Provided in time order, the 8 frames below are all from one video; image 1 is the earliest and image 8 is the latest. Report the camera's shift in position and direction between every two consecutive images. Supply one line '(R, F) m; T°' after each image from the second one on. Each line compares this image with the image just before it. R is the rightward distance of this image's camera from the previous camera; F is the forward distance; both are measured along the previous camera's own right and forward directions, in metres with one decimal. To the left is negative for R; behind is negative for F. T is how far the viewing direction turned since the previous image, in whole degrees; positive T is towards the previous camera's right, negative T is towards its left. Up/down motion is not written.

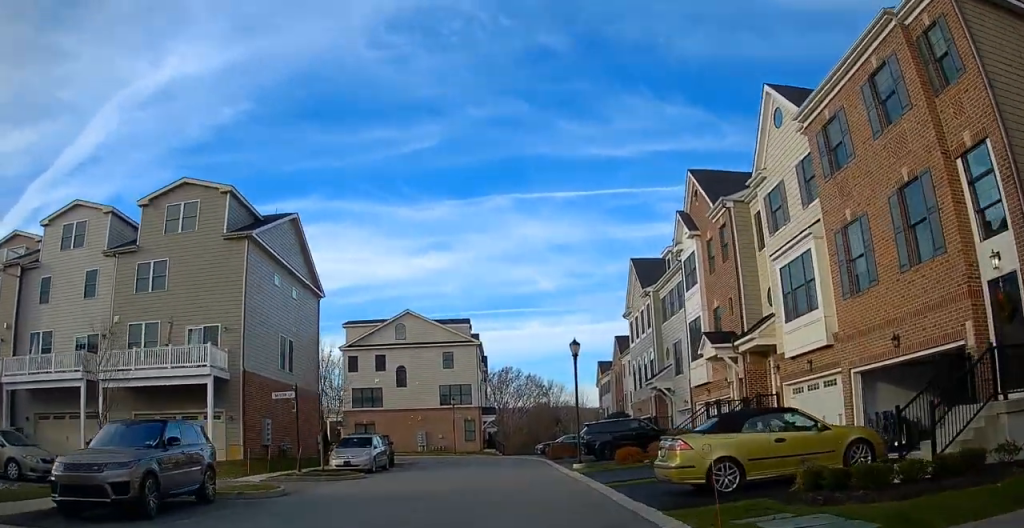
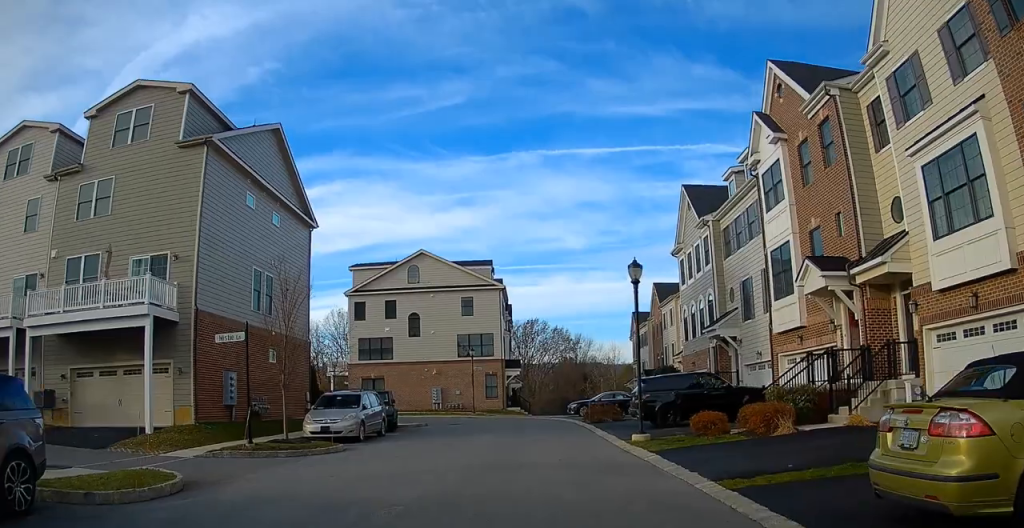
(-0.2, +7.5) m; -4°
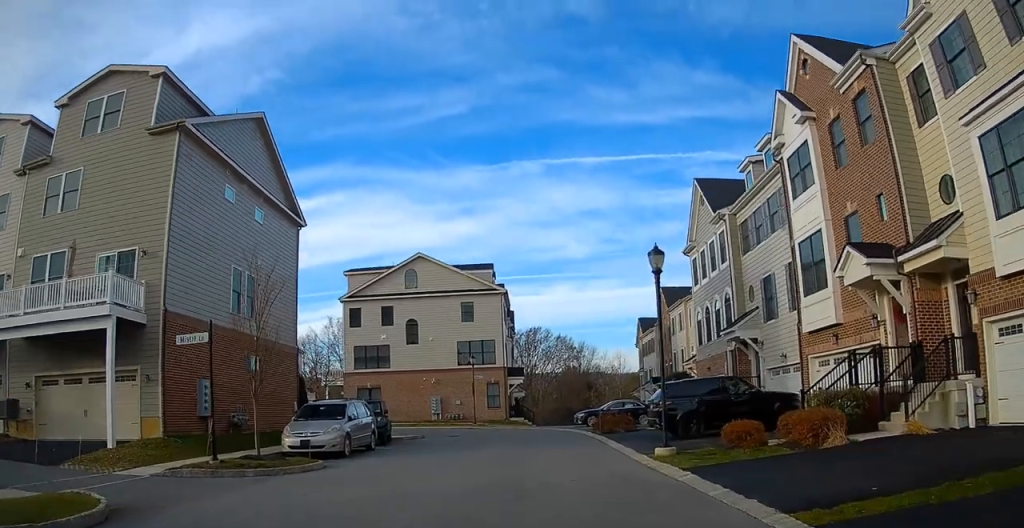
(-0.1, +2.5) m; -1°
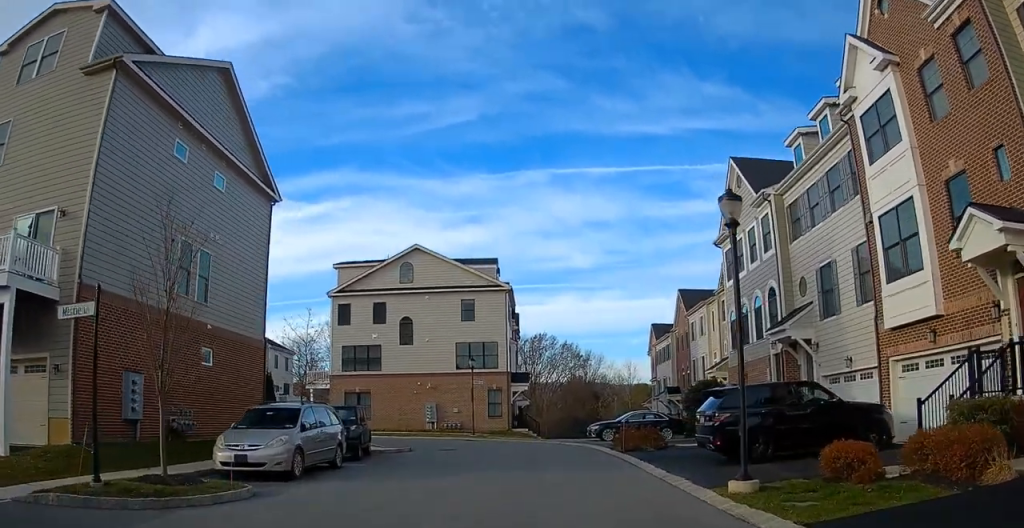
(+0.1, +4.8) m; +2°
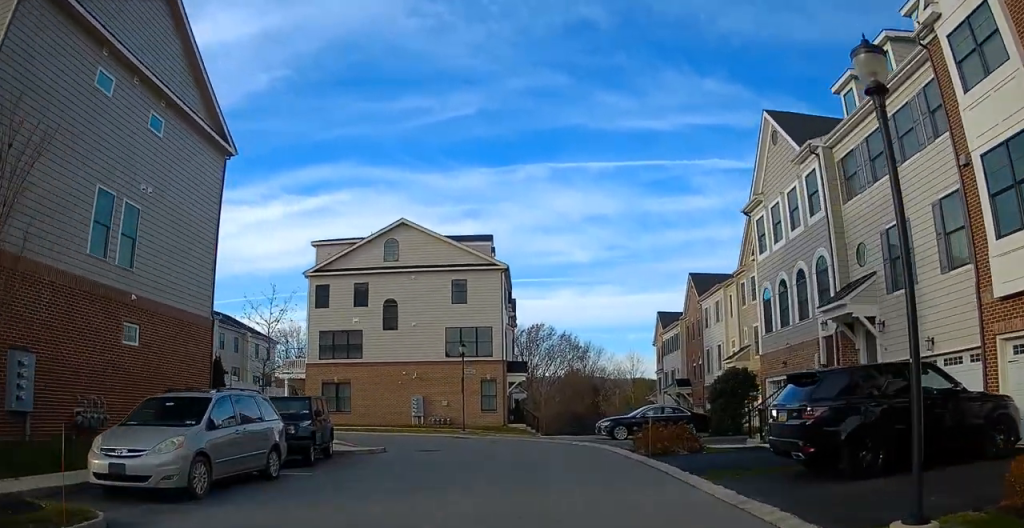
(+0.1, +4.6) m; 0°
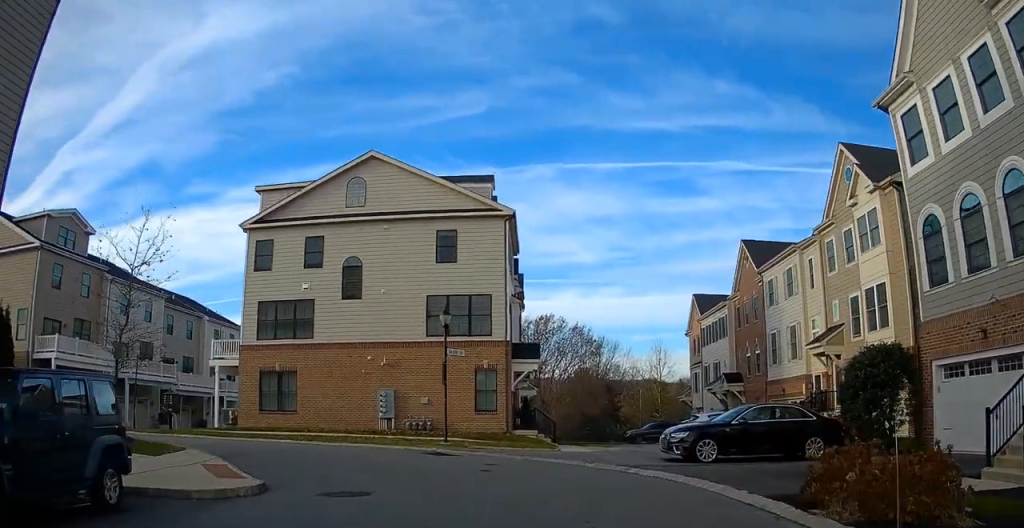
(+0.1, +11.1) m; +3°
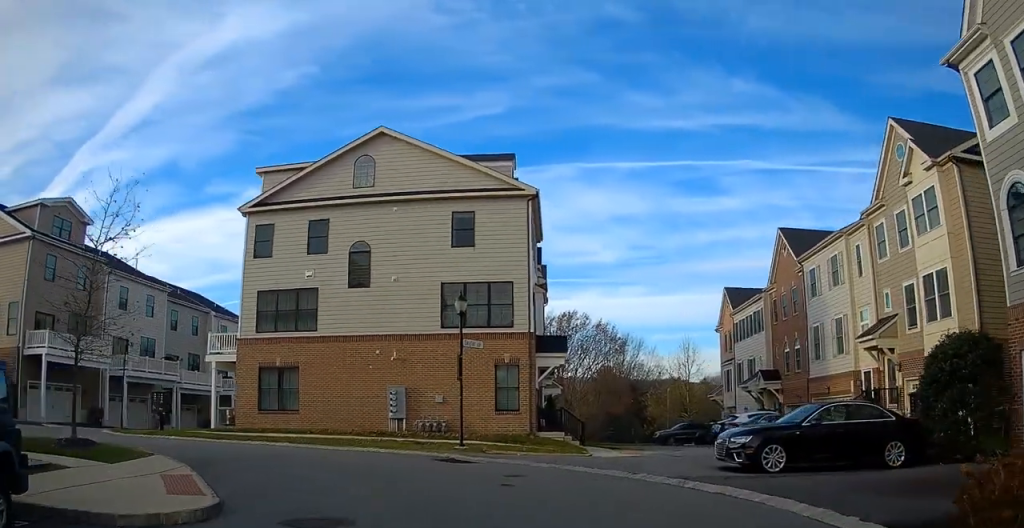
(0.0, +2.8) m; -1°
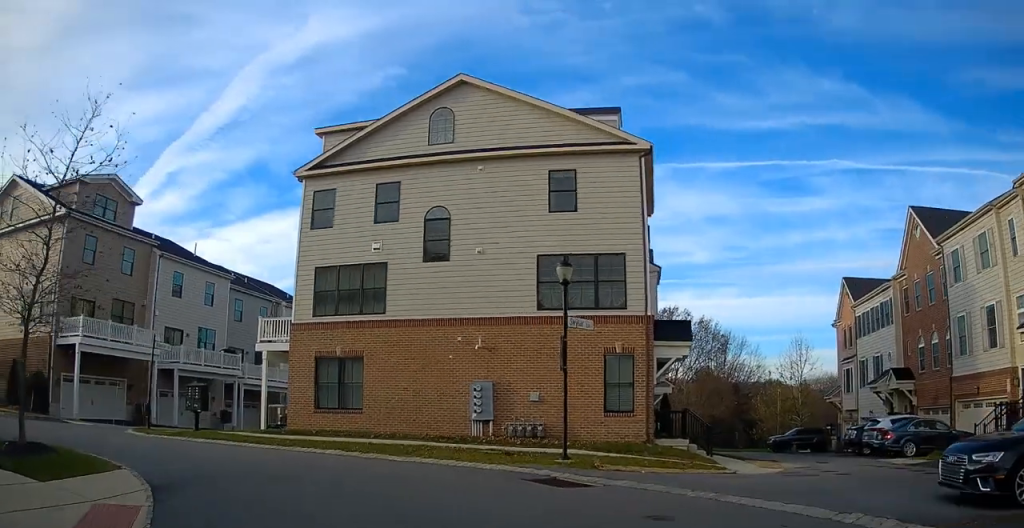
(-0.1, +5.1) m; -7°
